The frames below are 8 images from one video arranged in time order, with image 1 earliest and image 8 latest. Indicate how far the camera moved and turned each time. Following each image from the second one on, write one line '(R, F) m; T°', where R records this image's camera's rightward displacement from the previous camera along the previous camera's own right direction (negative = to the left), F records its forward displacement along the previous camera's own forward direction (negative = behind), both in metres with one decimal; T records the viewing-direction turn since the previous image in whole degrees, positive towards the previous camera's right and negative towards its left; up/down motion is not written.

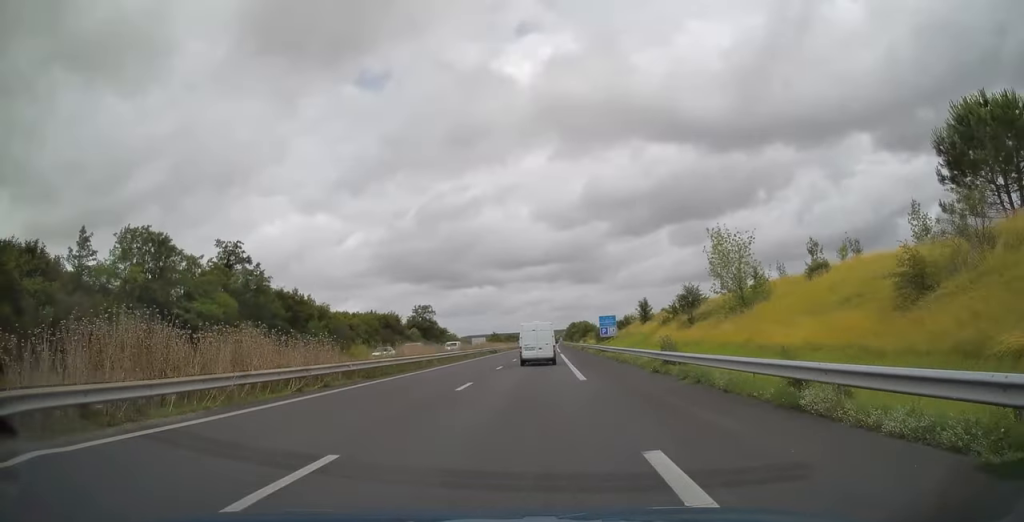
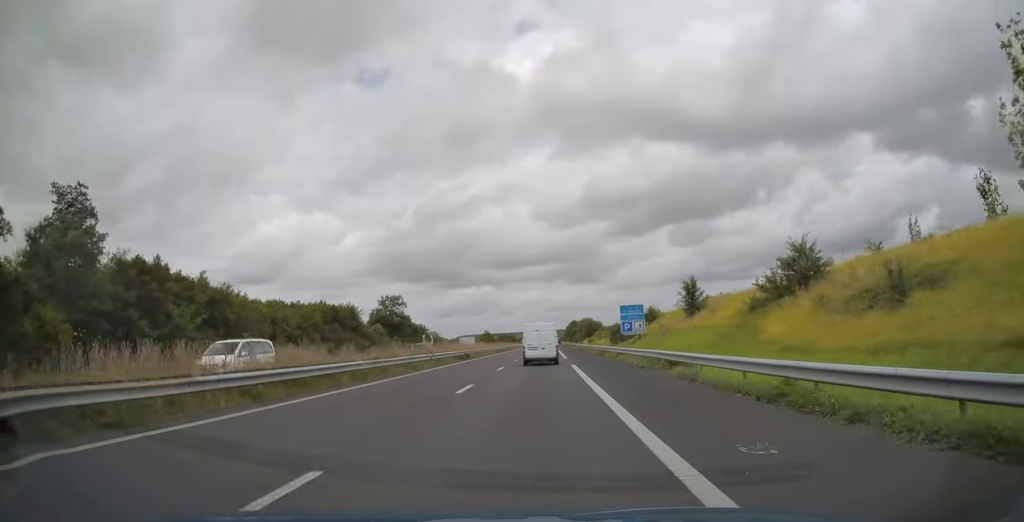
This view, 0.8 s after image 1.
(+0.1, +26.8) m; 0°
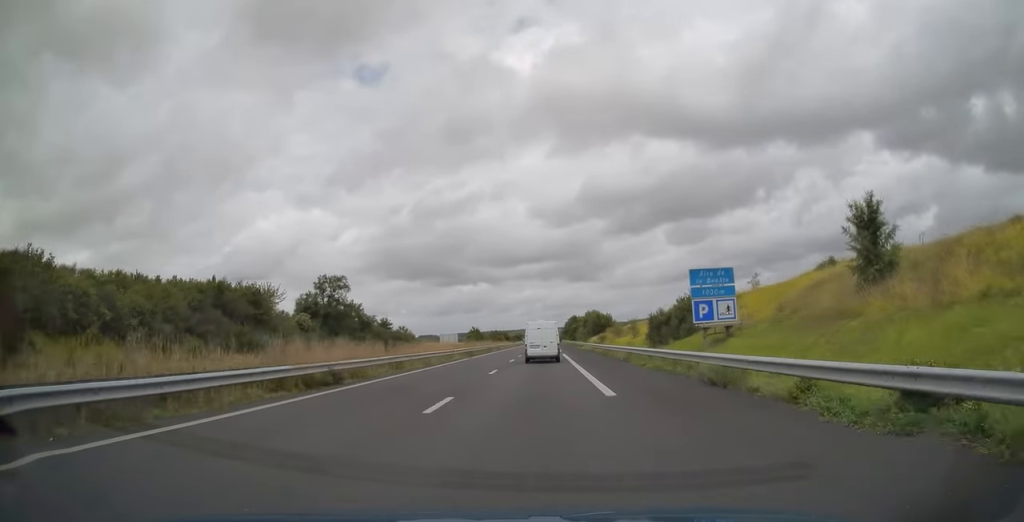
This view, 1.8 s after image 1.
(+0.2, +31.0) m; 0°
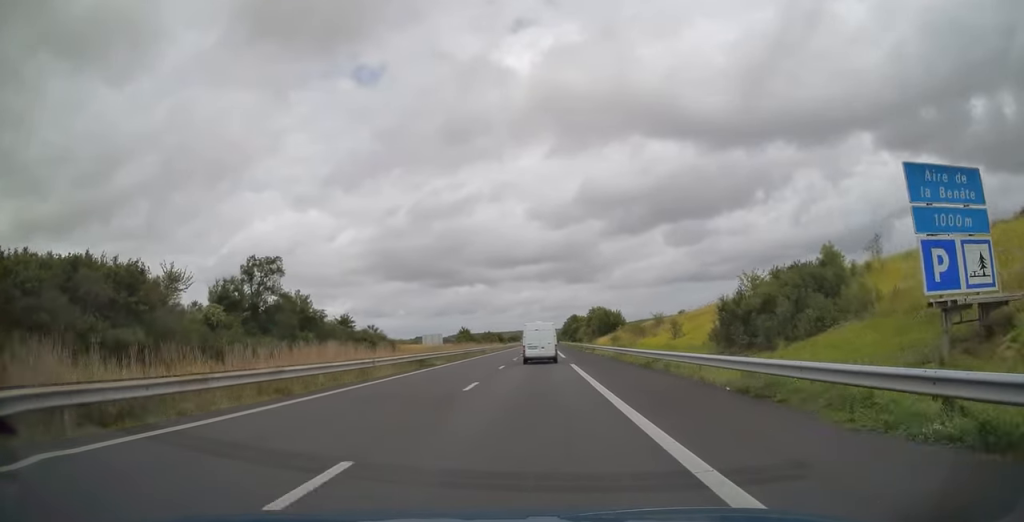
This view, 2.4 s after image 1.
(0.0, +20.5) m; 0°
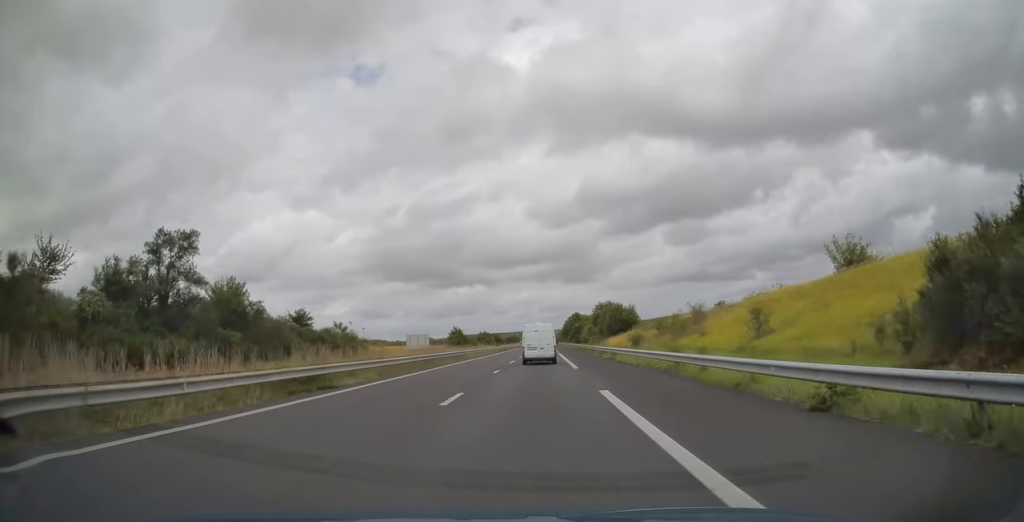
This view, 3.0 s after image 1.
(0.0, +16.7) m; 0°
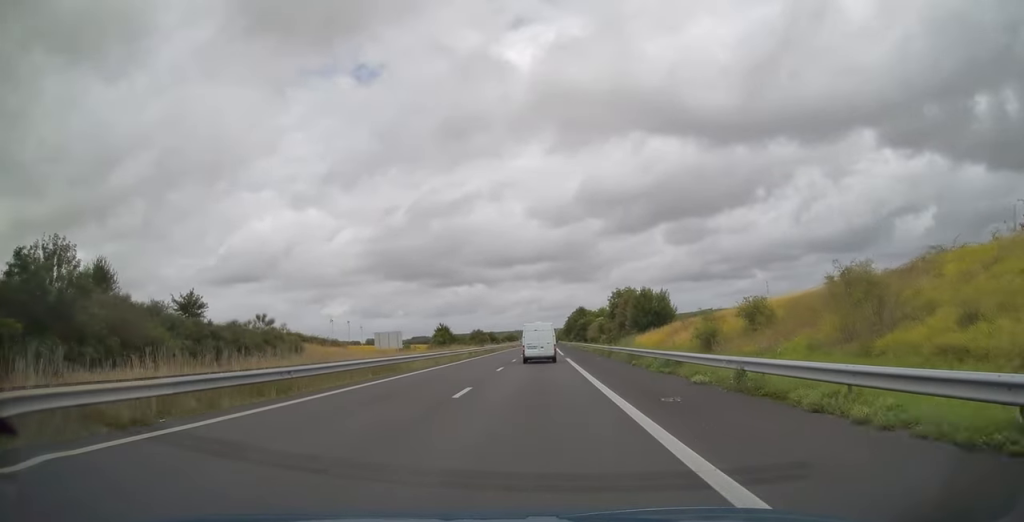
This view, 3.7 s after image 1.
(+0.1, +24.8) m; 0°
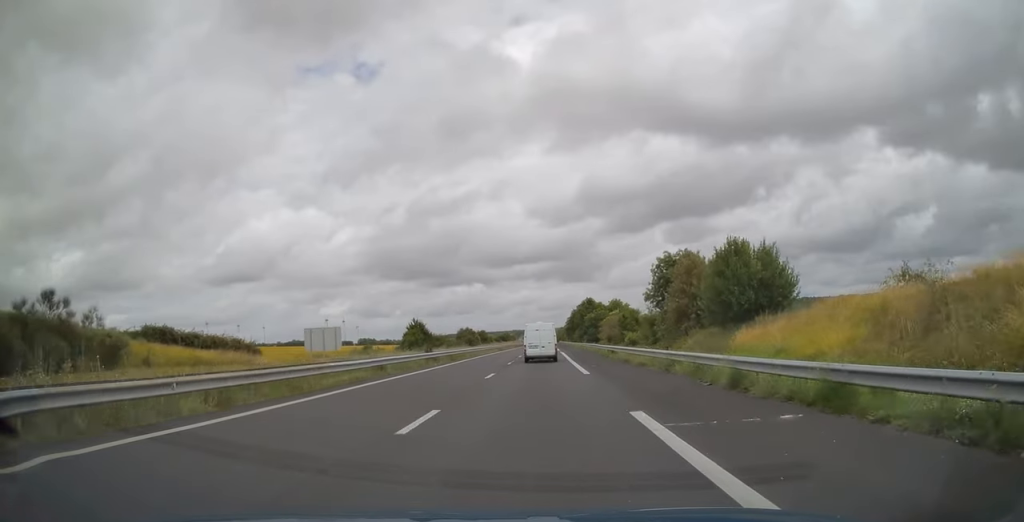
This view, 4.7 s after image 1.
(0.0, +31.9) m; 0°
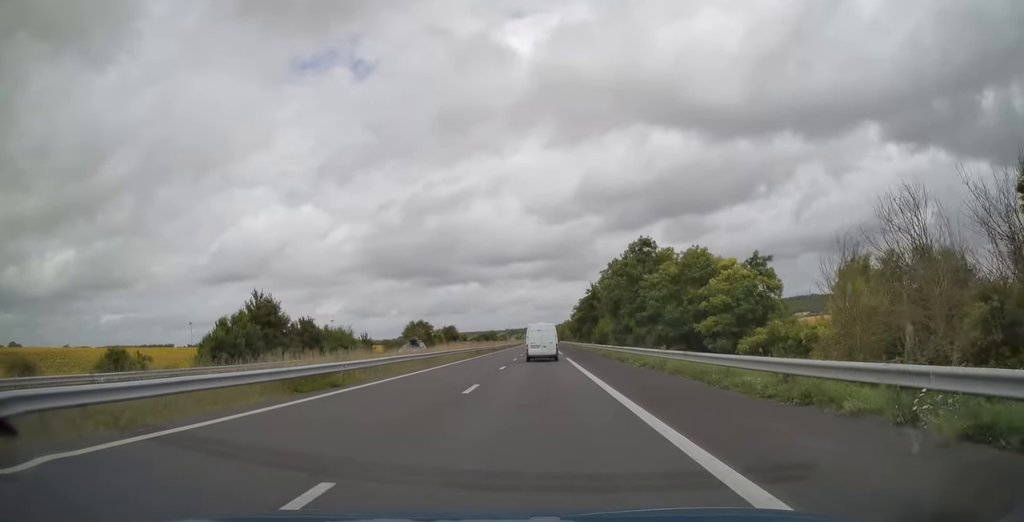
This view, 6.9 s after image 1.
(+0.4, +71.3) m; 0°
